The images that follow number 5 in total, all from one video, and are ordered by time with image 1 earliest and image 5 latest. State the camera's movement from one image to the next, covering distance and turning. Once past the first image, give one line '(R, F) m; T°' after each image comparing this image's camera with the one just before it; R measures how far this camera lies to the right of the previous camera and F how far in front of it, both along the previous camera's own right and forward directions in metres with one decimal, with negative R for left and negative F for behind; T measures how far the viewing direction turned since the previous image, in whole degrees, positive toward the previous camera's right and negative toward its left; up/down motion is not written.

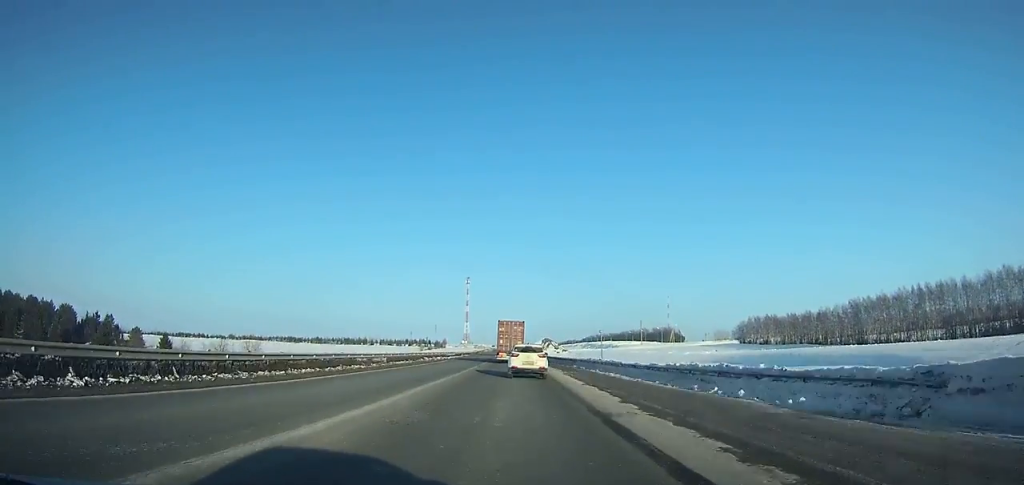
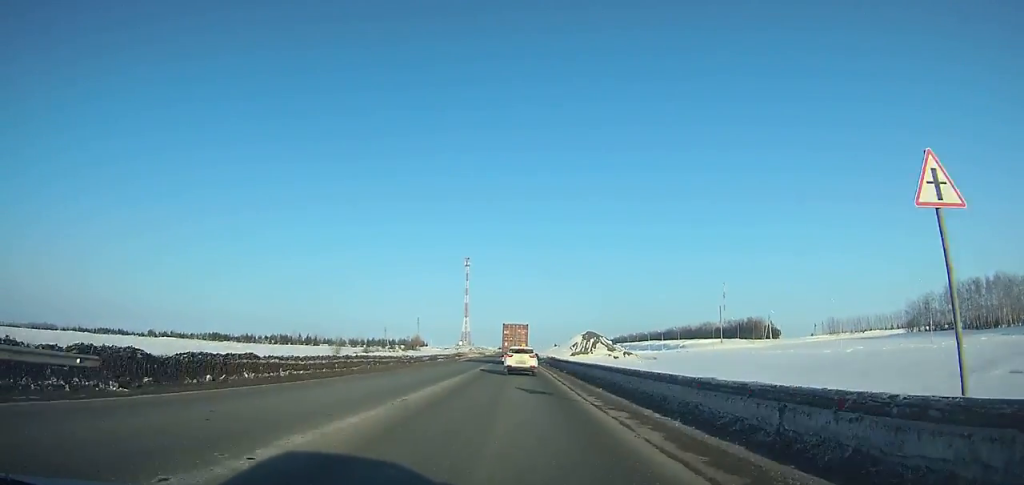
(-1.9, +156.4) m; -1°
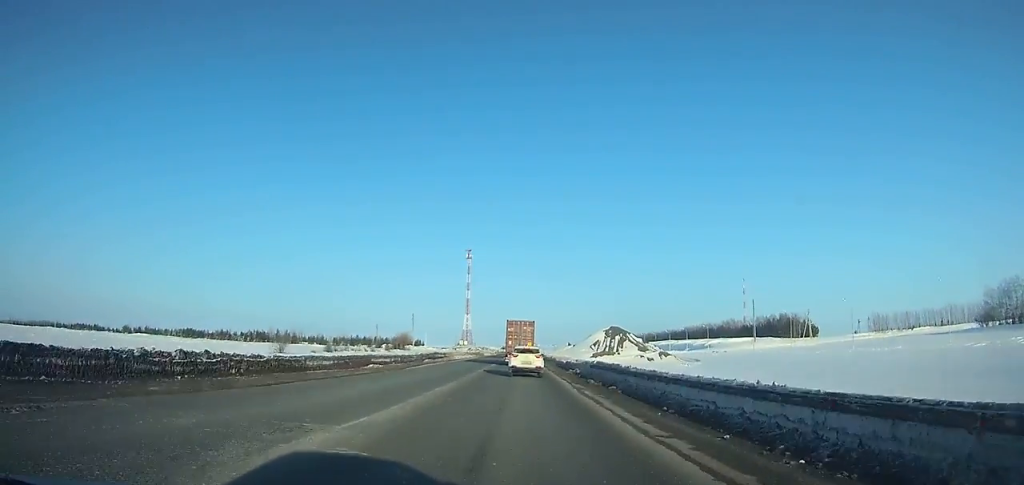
(-0.2, +34.7) m; 0°
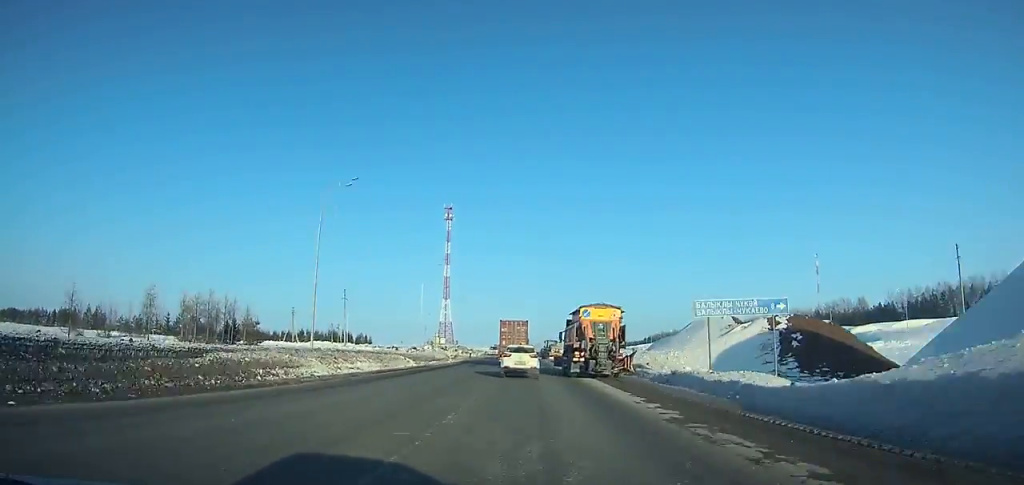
(-0.2, +135.0) m; 0°
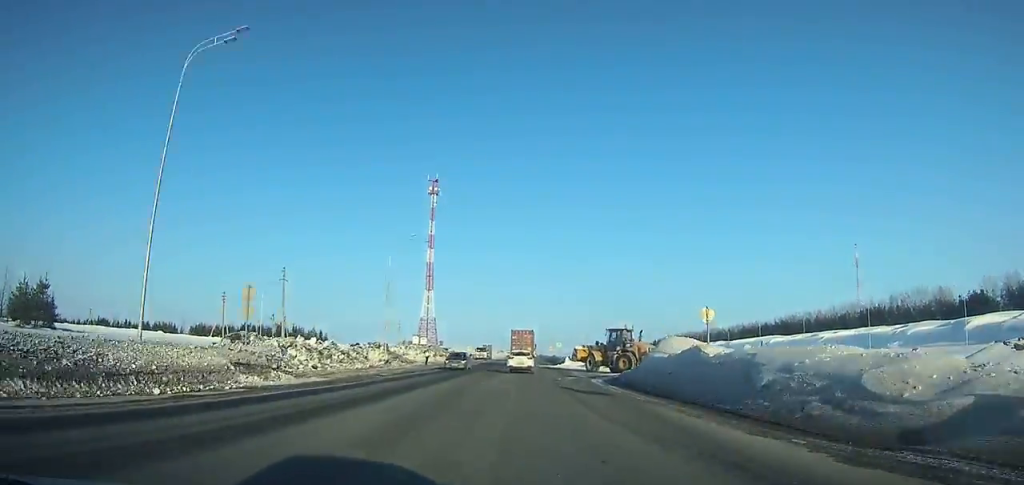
(+0.4, +58.5) m; +1°
